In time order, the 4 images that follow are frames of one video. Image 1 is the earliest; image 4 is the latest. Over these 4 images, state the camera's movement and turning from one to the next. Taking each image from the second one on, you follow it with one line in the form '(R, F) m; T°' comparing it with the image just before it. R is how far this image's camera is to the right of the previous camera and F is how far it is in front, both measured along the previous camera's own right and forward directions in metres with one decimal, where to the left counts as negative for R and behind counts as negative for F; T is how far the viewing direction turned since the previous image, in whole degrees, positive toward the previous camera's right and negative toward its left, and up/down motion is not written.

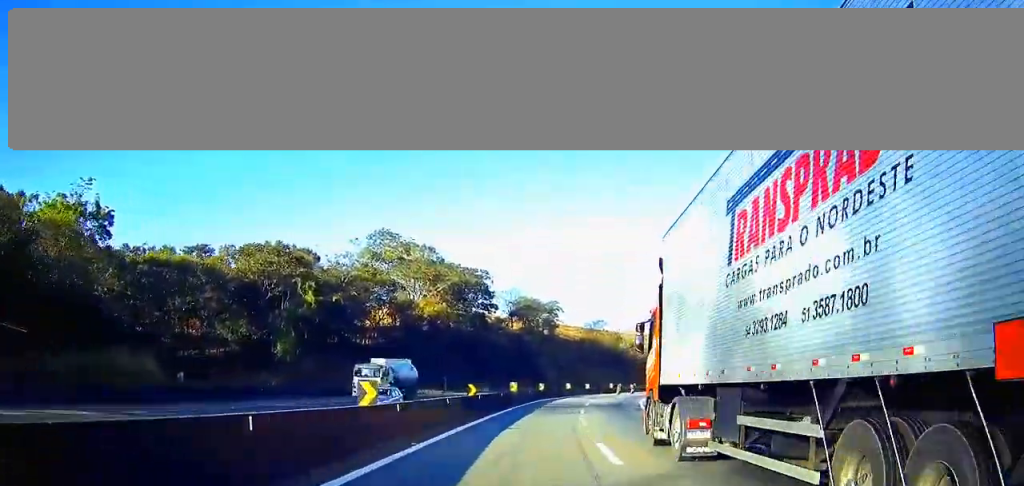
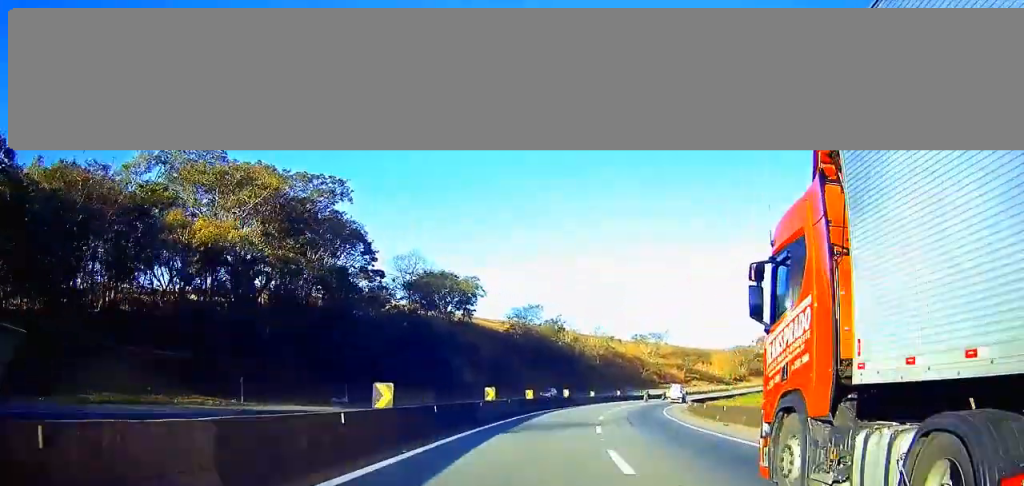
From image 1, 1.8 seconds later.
(+1.4, +46.8) m; +5°
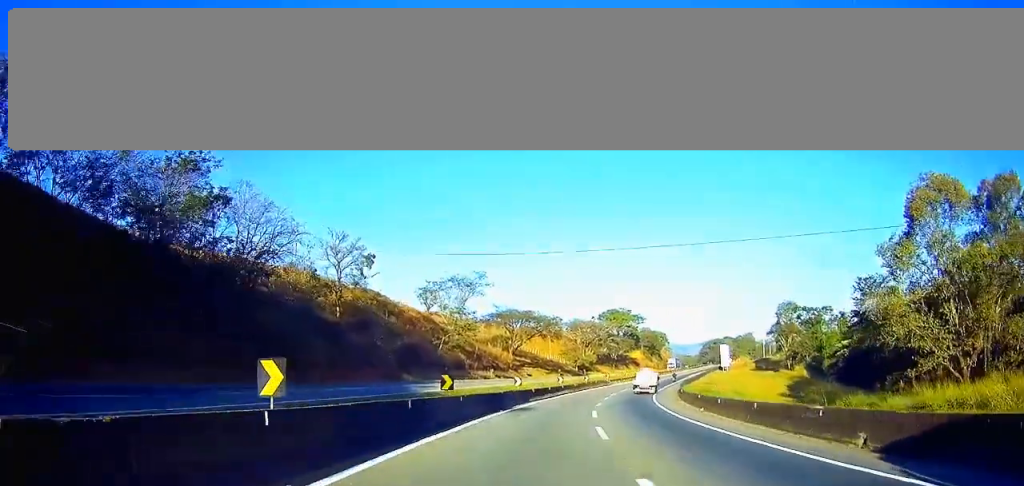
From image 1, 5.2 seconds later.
(+13.5, +84.1) m; +20°
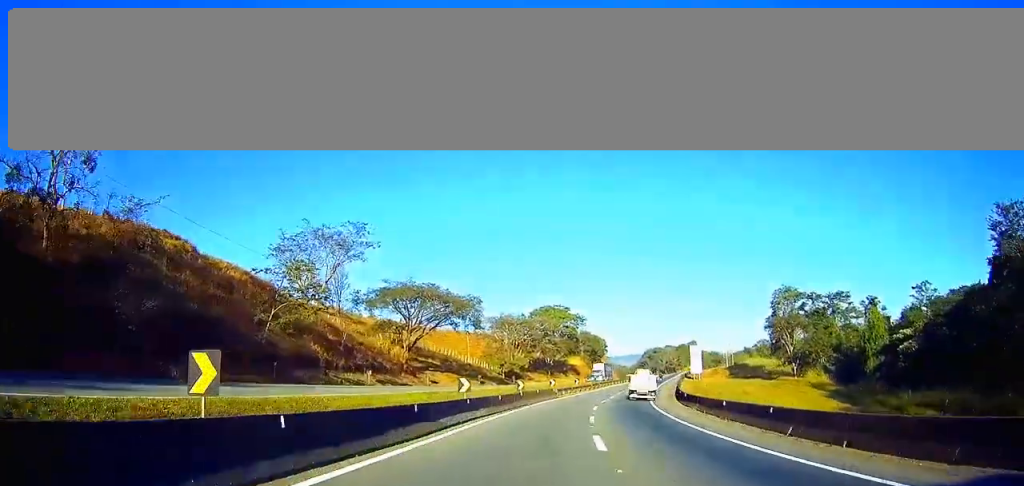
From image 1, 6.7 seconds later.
(+2.7, +35.9) m; +6°
